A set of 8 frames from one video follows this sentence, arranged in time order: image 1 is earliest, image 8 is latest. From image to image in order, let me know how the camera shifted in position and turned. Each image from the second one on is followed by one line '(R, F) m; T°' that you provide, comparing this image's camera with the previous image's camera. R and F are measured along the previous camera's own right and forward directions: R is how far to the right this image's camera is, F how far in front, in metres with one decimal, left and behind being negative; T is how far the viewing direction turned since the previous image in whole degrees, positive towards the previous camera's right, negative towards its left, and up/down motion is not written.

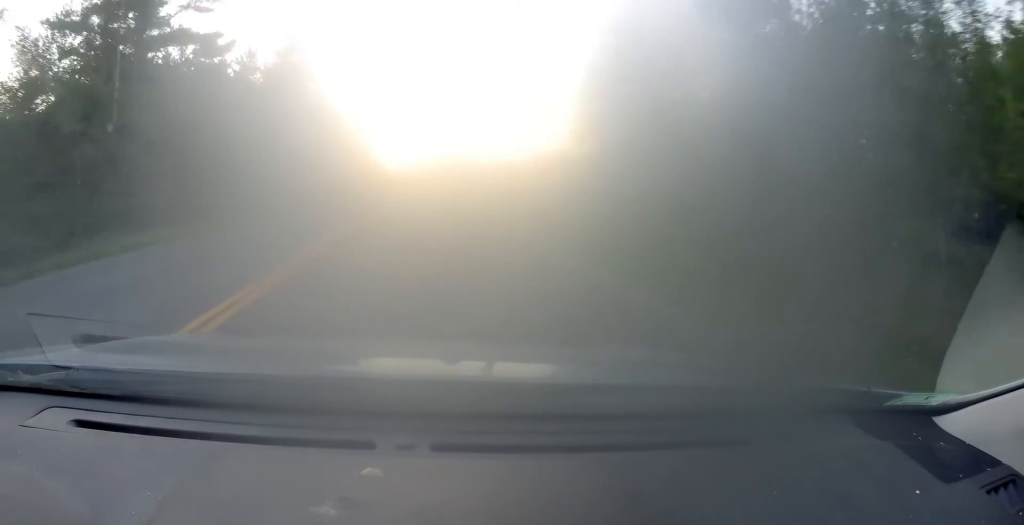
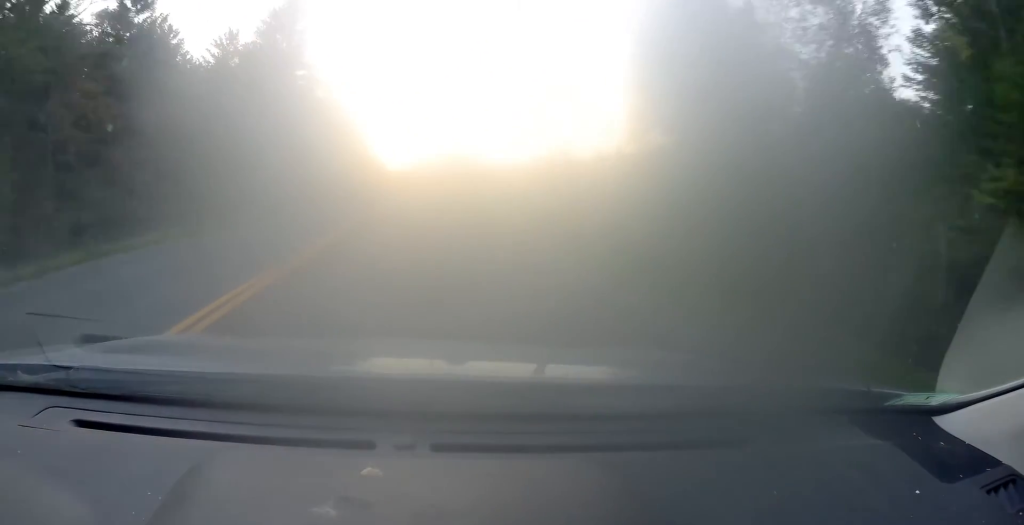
(-0.1, +12.0) m; 0°
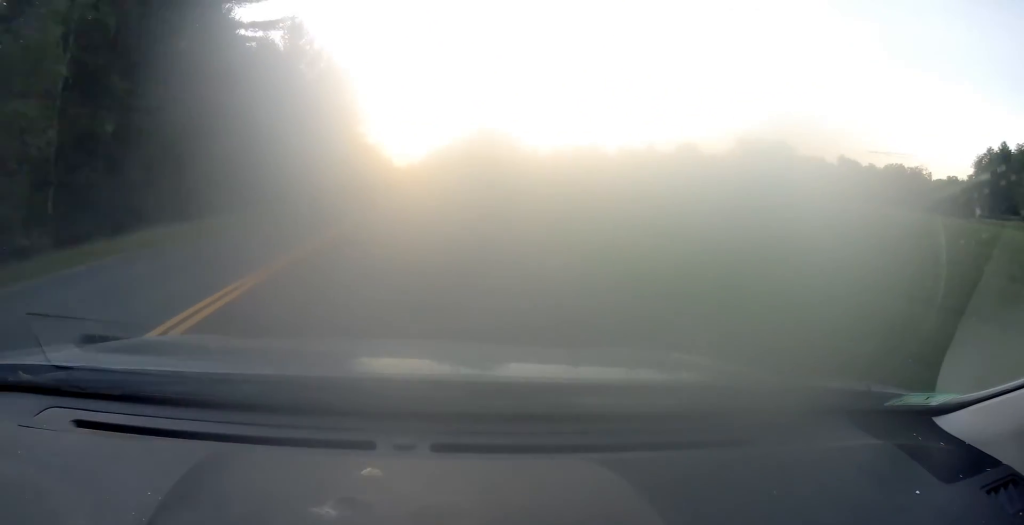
(+0.1, +36.7) m; -1°
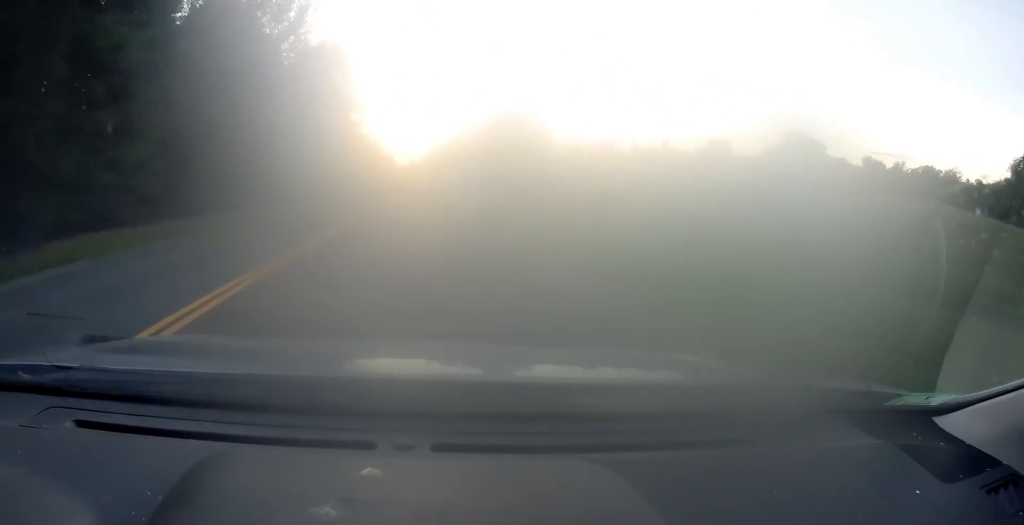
(-0.3, +18.3) m; -1°
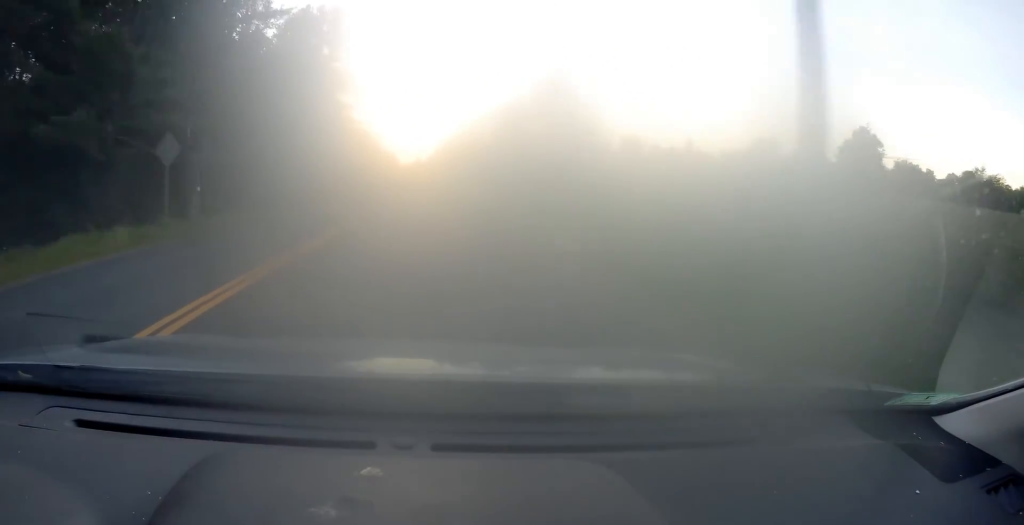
(-0.1, +21.8) m; -1°
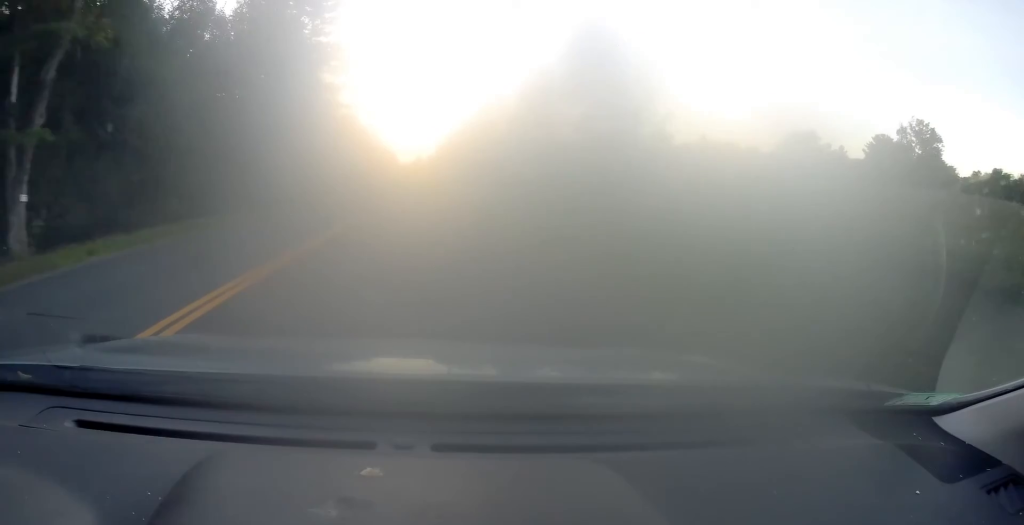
(0.0, +15.2) m; 0°
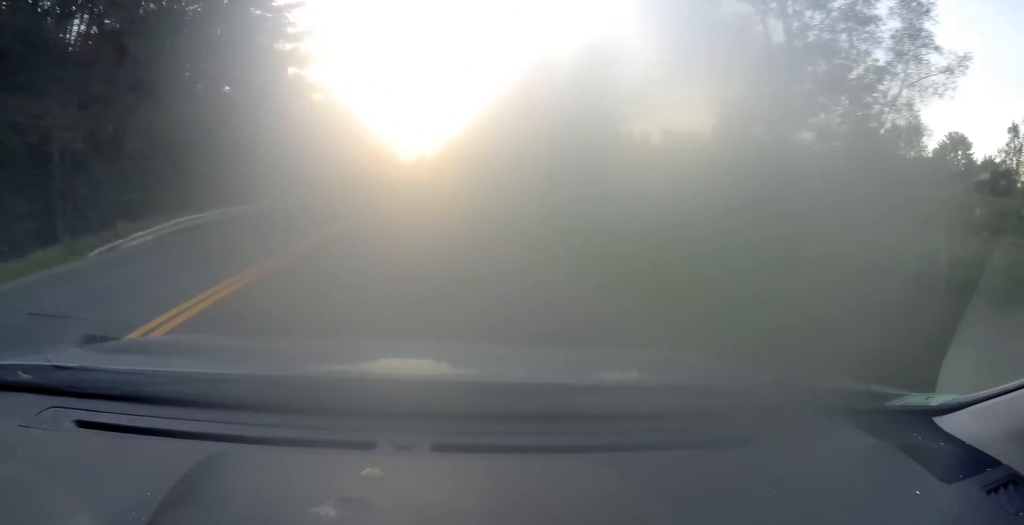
(-0.1, +30.7) m; 0°
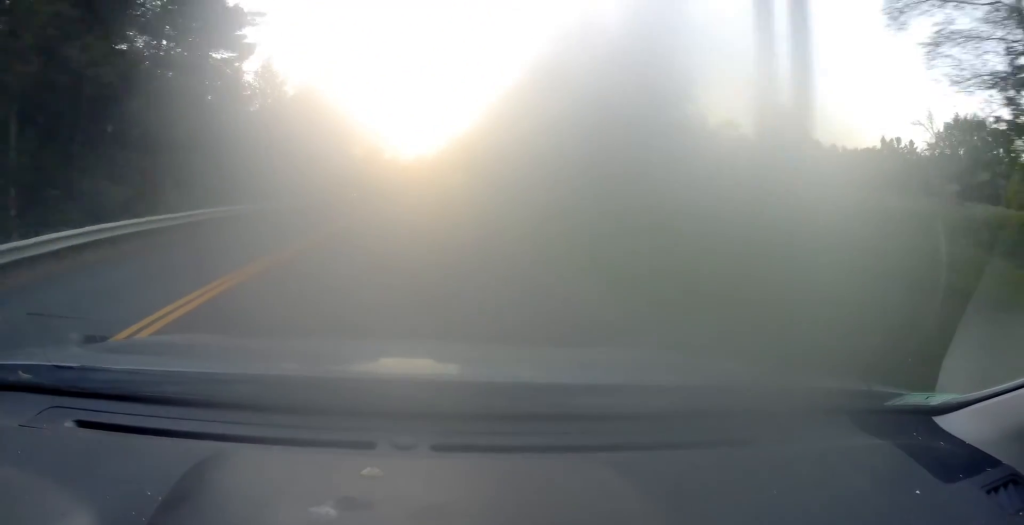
(+0.2, +15.7) m; 0°
